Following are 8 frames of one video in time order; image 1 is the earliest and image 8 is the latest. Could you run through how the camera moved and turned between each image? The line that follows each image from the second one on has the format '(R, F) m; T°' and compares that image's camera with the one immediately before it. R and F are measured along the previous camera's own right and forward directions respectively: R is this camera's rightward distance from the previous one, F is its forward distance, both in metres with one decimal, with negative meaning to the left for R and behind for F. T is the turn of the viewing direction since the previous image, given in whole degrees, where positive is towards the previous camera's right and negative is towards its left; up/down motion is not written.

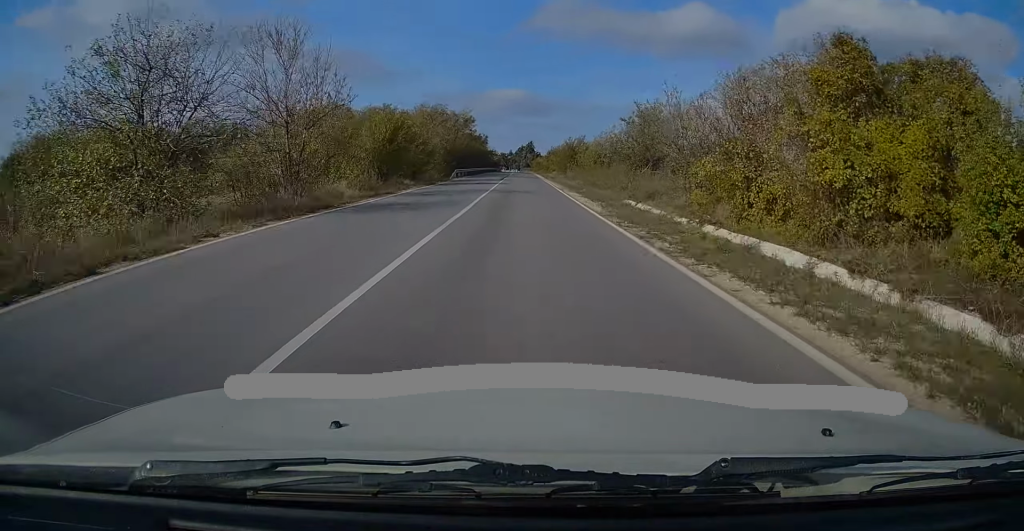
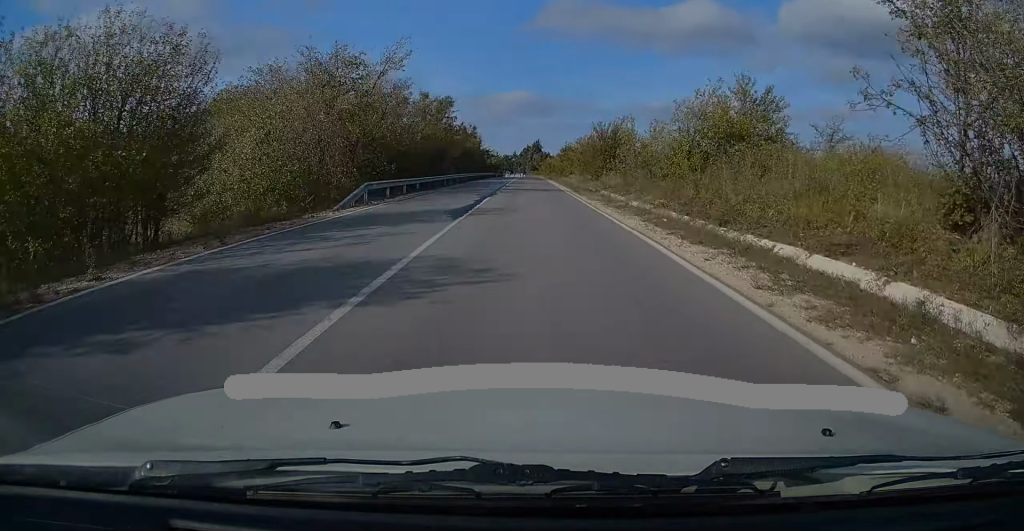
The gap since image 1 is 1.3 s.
(-0.5, +35.1) m; -2°
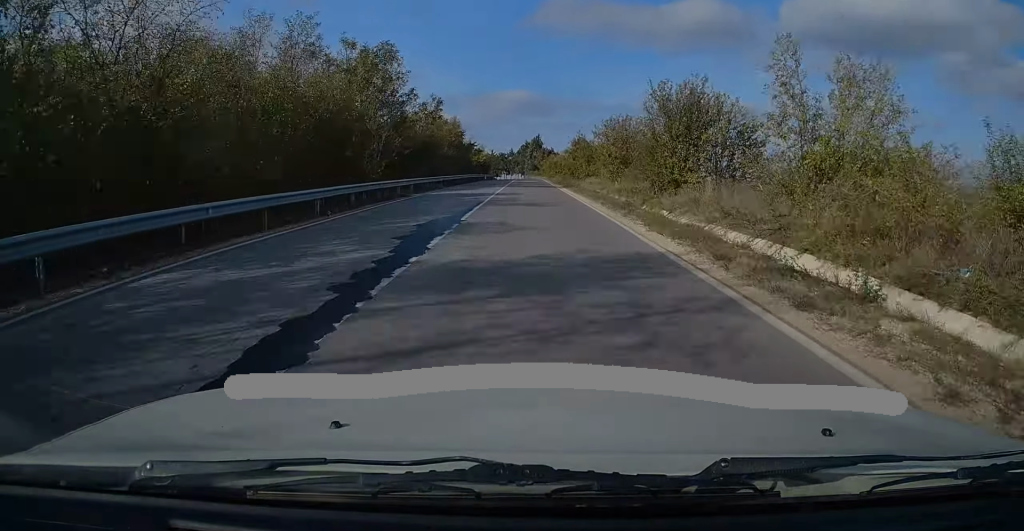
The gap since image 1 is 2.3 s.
(-0.3, +29.8) m; 0°
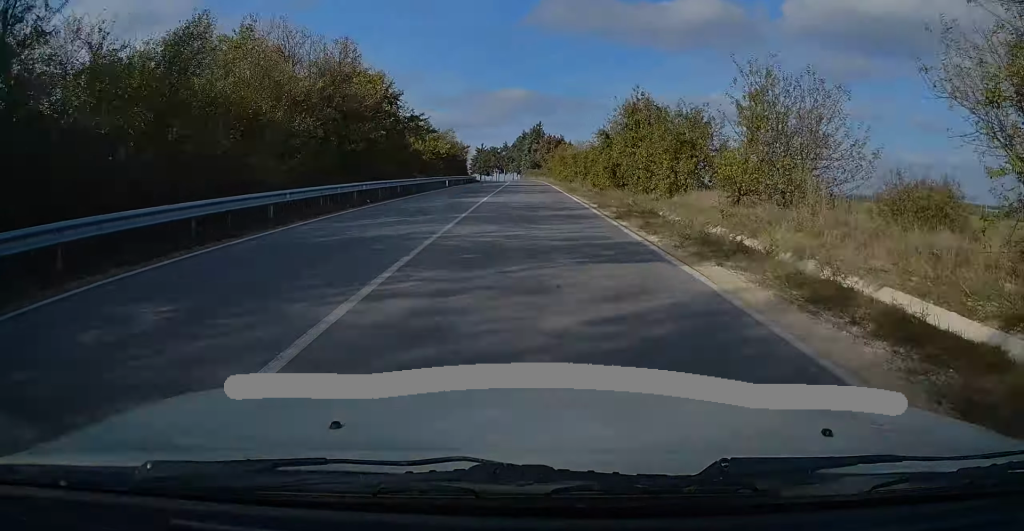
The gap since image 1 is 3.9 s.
(+0.2, +43.6) m; 0°
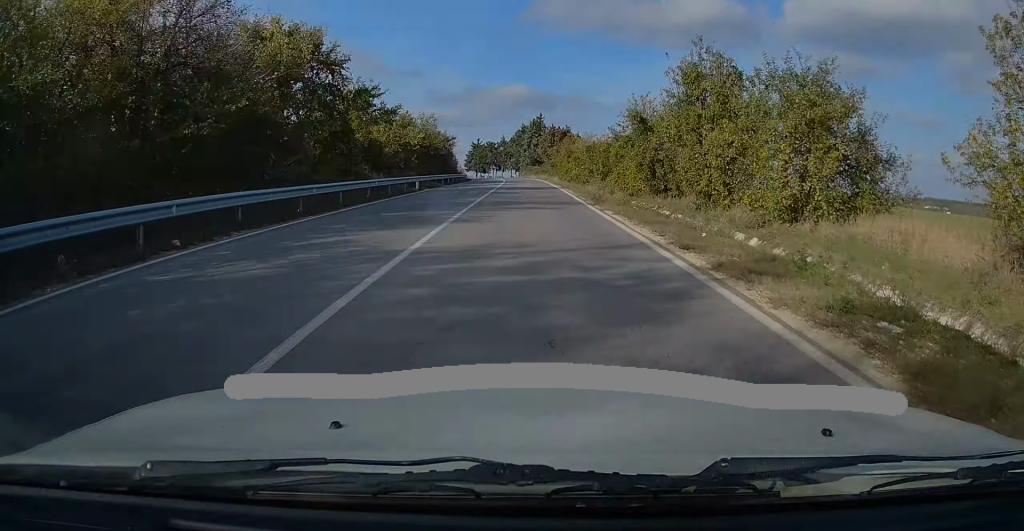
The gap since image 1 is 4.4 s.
(0.0, +13.9) m; 0°
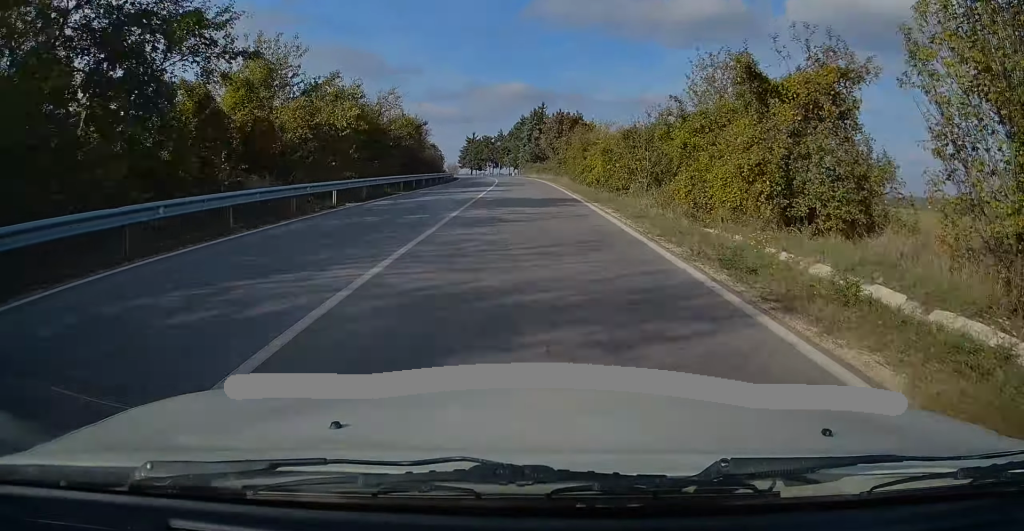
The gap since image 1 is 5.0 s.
(0.0, +16.7) m; 0°
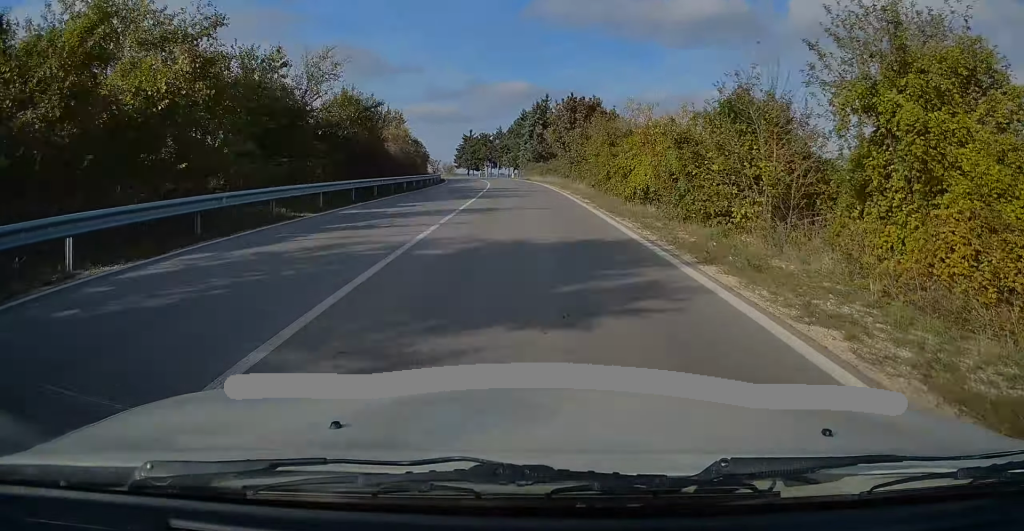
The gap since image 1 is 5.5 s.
(0.0, +13.7) m; 0°
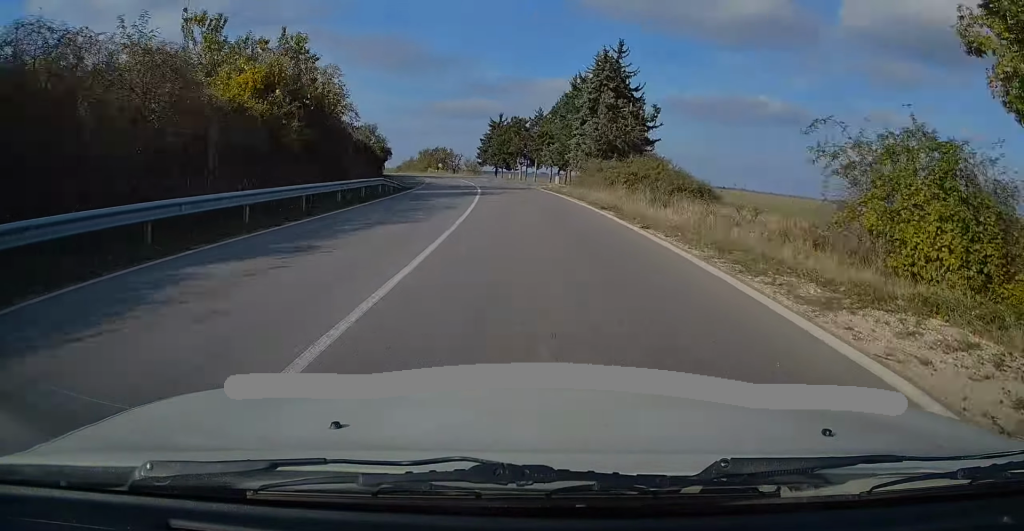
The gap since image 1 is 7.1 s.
(-0.4, +43.6) m; -2°
